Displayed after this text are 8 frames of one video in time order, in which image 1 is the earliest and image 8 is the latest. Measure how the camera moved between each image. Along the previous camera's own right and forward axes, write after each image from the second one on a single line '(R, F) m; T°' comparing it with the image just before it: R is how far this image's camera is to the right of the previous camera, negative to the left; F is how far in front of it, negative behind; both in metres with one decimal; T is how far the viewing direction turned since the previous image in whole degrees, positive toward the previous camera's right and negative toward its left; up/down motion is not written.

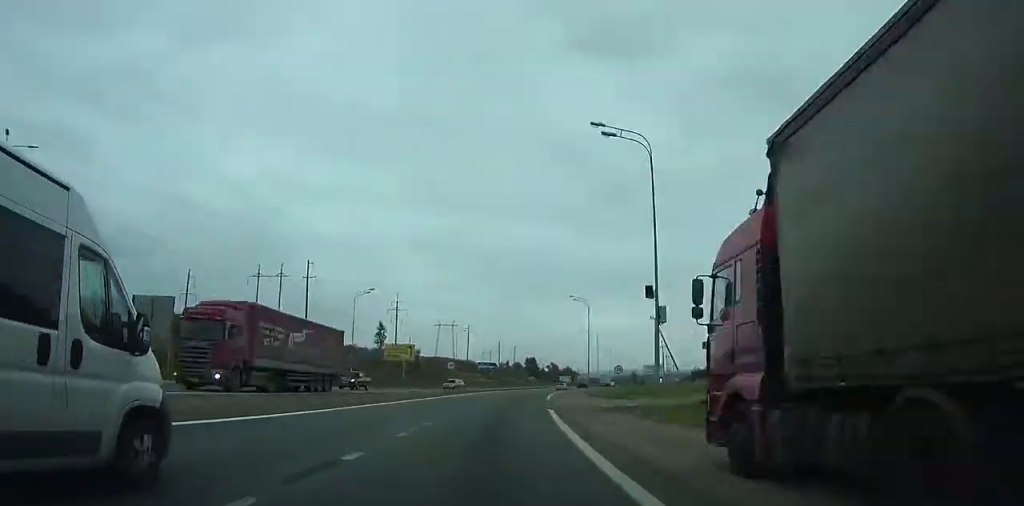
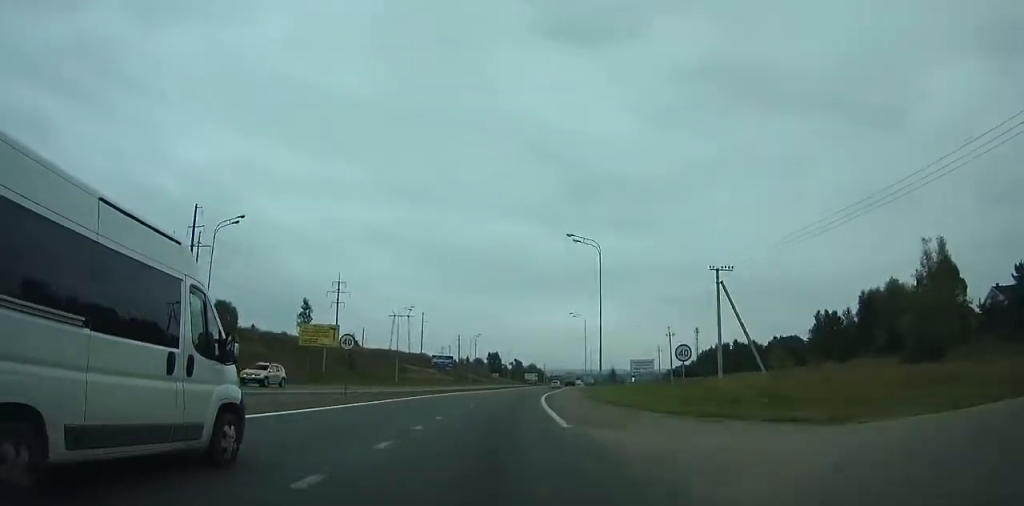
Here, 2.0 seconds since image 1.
(+0.3, +30.1) m; +3°
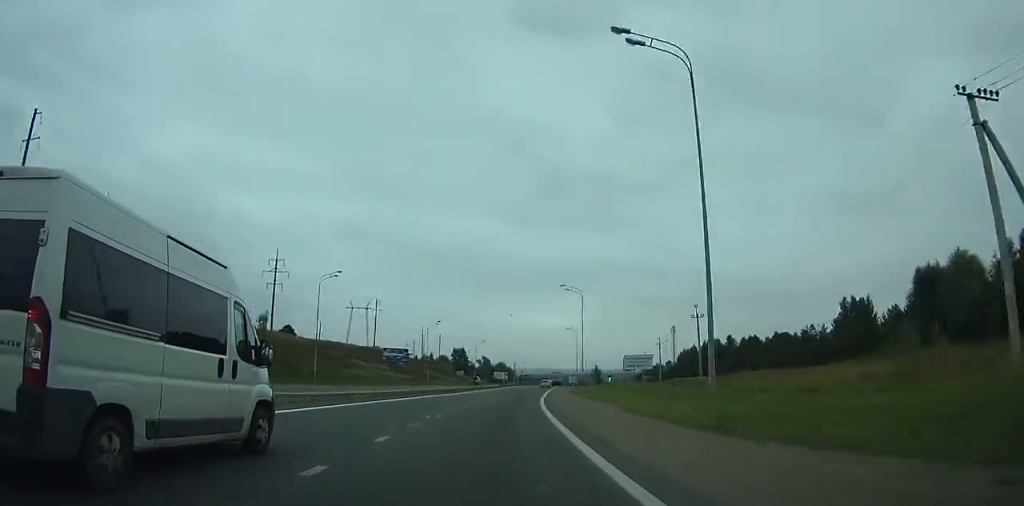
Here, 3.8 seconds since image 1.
(+0.9, +27.3) m; +3°
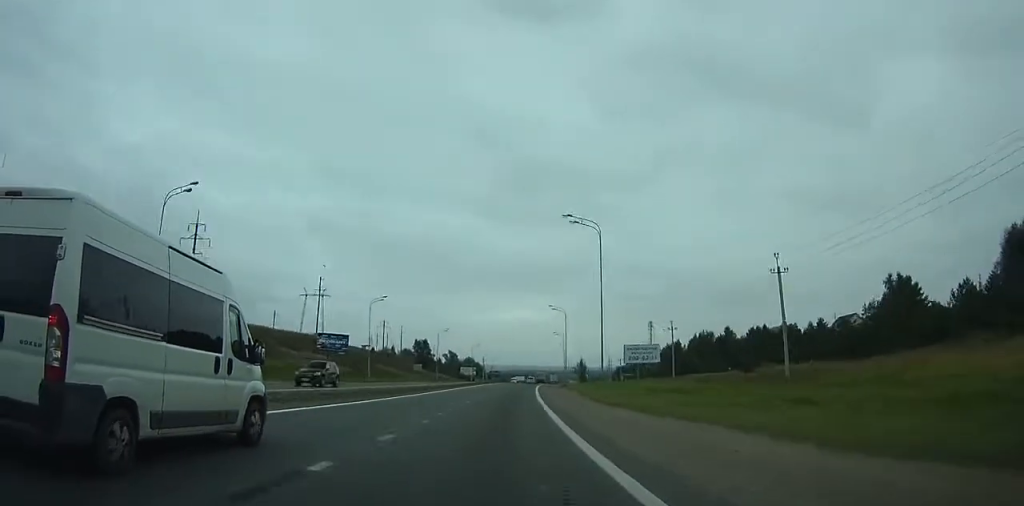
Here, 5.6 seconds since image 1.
(+0.5, +27.4) m; +3°
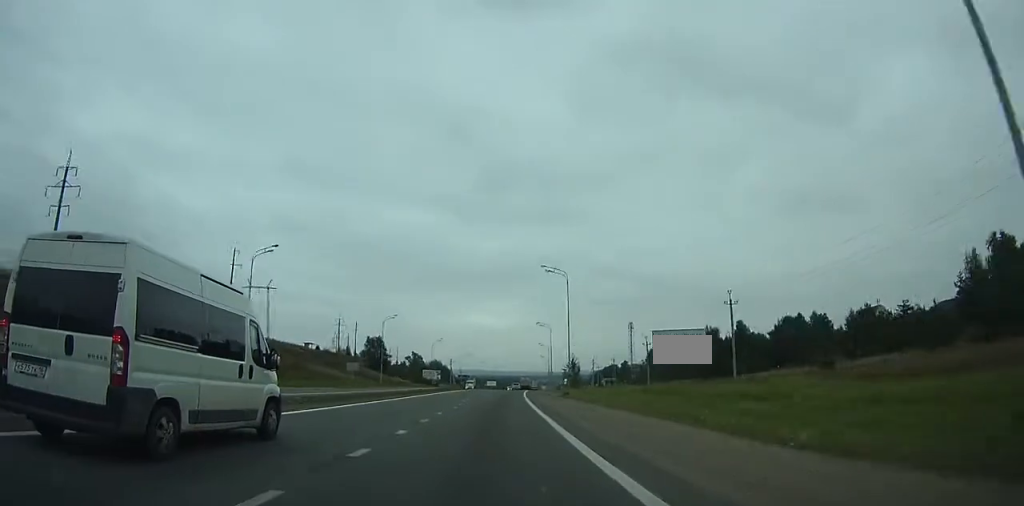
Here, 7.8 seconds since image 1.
(+1.3, +33.7) m; +3°
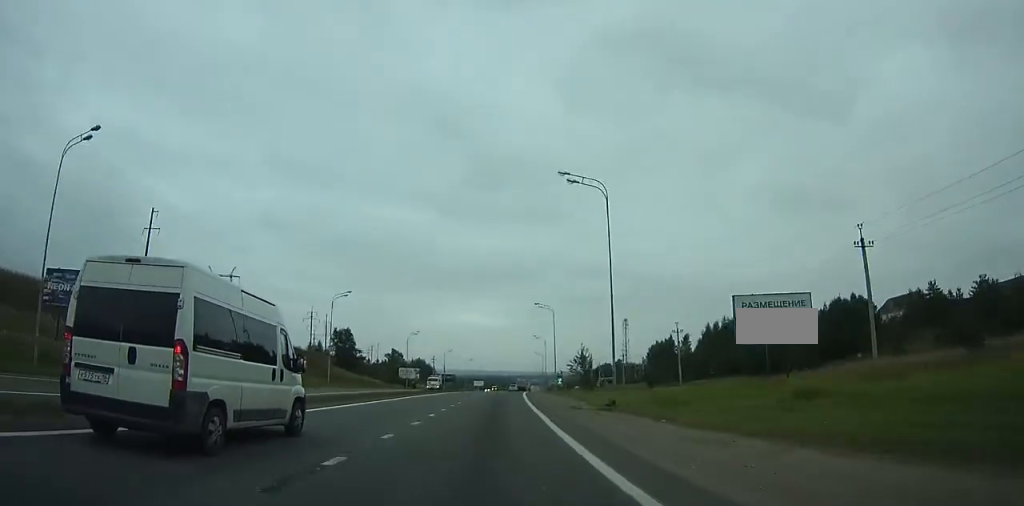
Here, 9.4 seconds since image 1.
(+0.4, +24.5) m; +2°
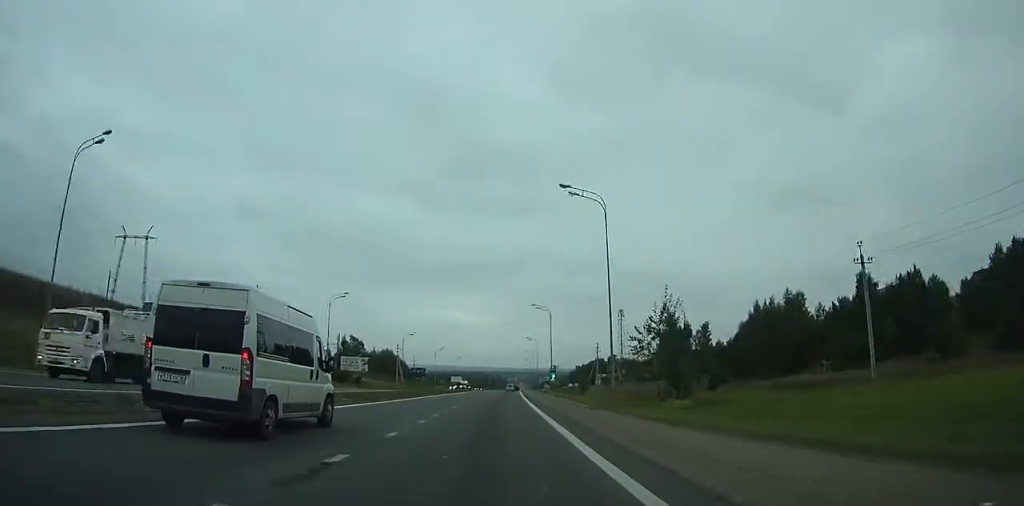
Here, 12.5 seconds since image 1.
(+1.1, +47.3) m; +2°
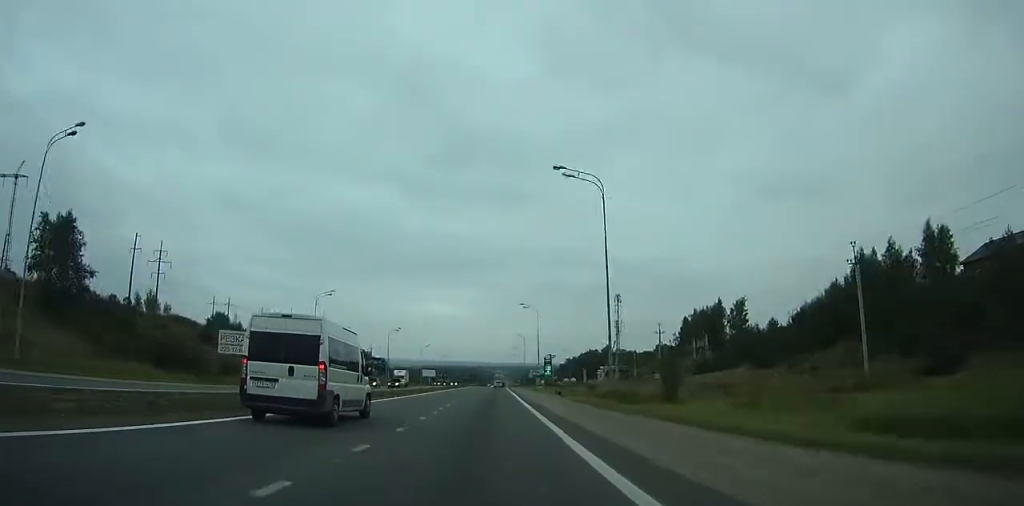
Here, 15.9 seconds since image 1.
(+1.0, +51.2) m; +2°
